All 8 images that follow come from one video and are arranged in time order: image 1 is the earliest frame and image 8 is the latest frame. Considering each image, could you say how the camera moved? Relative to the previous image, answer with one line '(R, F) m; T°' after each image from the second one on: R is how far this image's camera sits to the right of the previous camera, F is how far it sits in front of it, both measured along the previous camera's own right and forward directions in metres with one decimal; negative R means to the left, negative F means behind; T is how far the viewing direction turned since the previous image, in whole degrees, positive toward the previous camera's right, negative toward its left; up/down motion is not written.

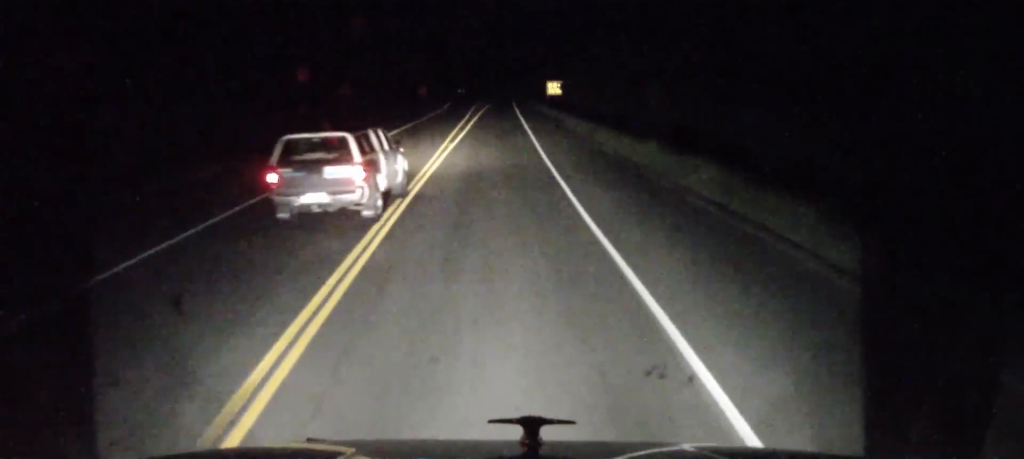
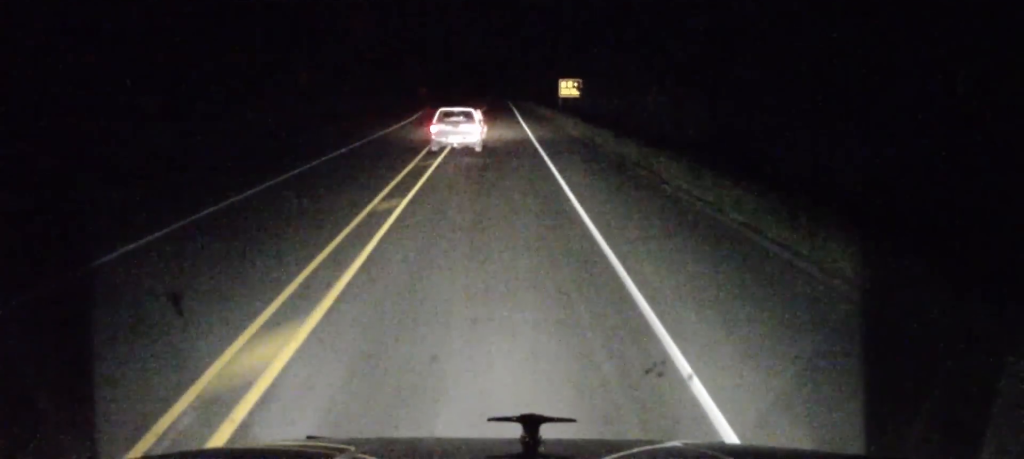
(+0.2, +39.1) m; +1°
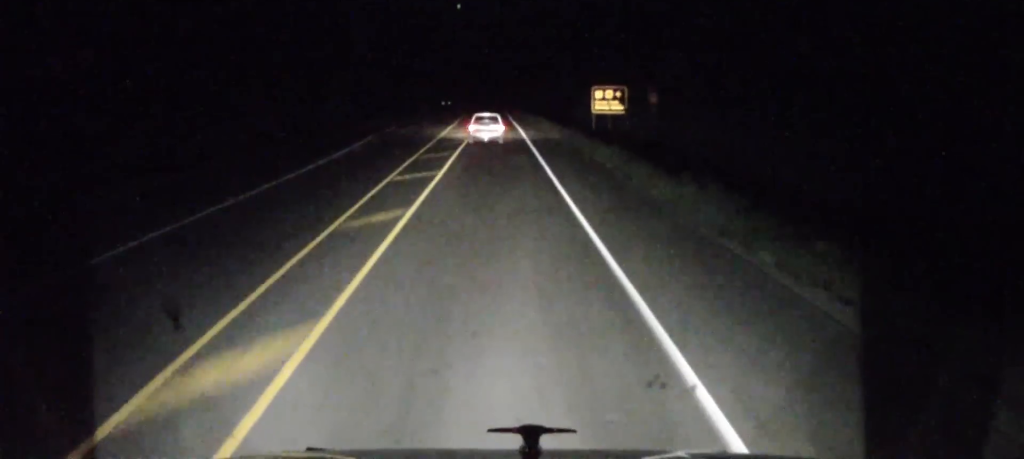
(+0.5, +40.8) m; 0°
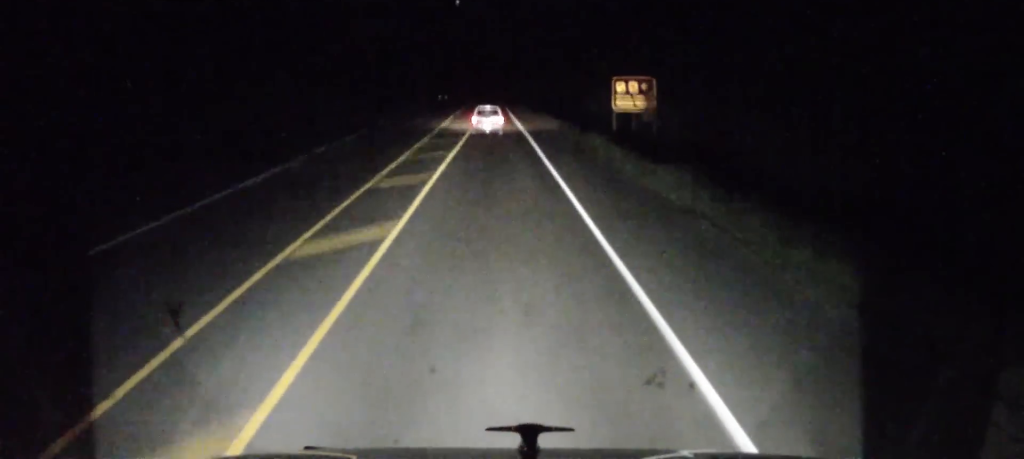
(0.0, +13.0) m; -1°
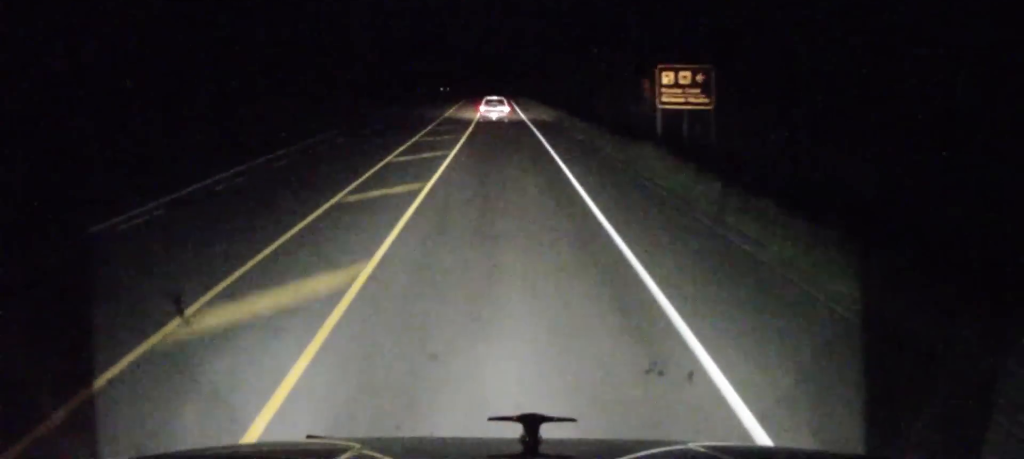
(0.0, +14.6) m; -1°
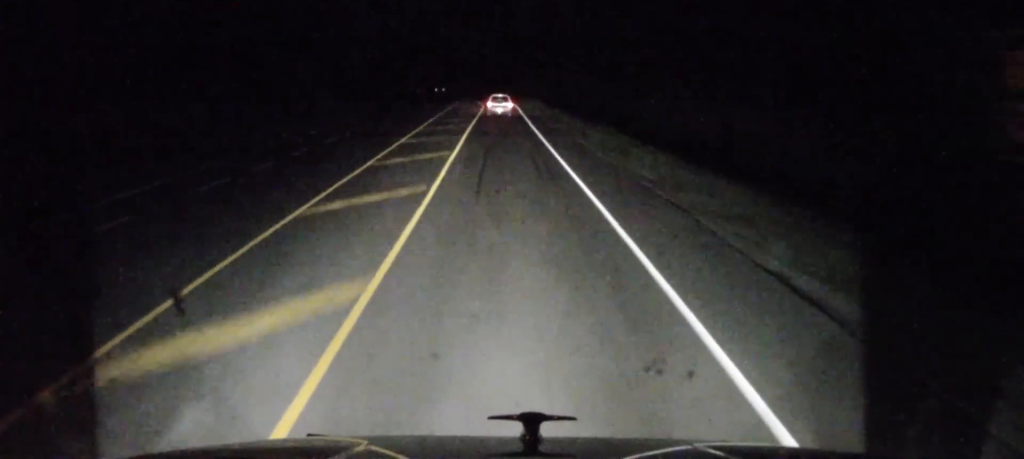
(-0.5, +31.0) m; 0°
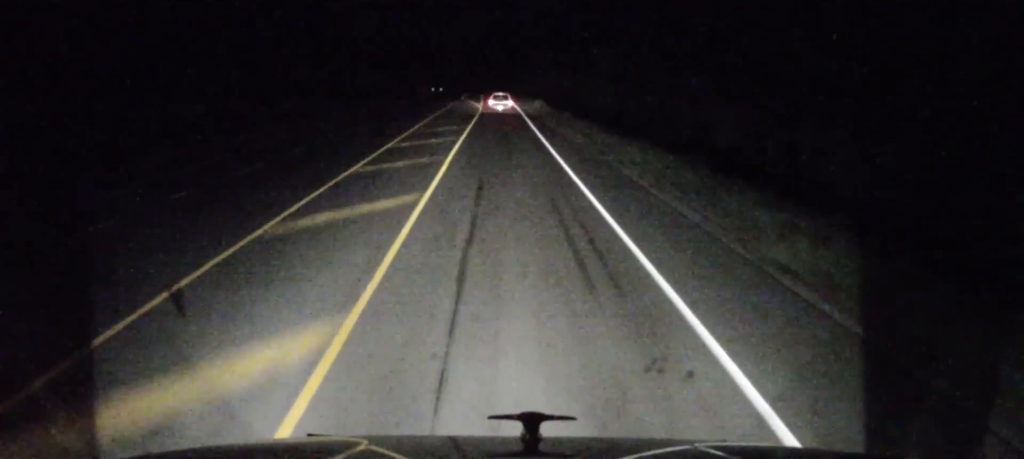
(+0.3, +12.1) m; 0°
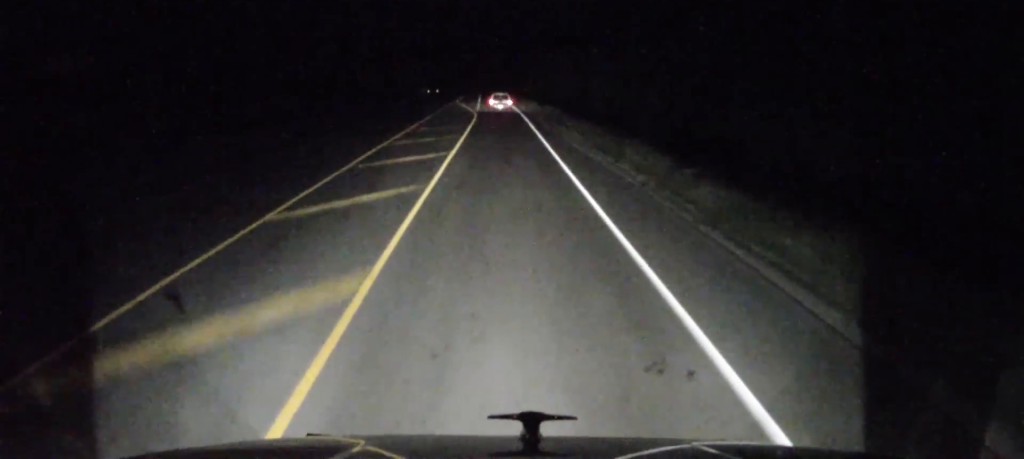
(+0.2, +18.1) m; 0°
